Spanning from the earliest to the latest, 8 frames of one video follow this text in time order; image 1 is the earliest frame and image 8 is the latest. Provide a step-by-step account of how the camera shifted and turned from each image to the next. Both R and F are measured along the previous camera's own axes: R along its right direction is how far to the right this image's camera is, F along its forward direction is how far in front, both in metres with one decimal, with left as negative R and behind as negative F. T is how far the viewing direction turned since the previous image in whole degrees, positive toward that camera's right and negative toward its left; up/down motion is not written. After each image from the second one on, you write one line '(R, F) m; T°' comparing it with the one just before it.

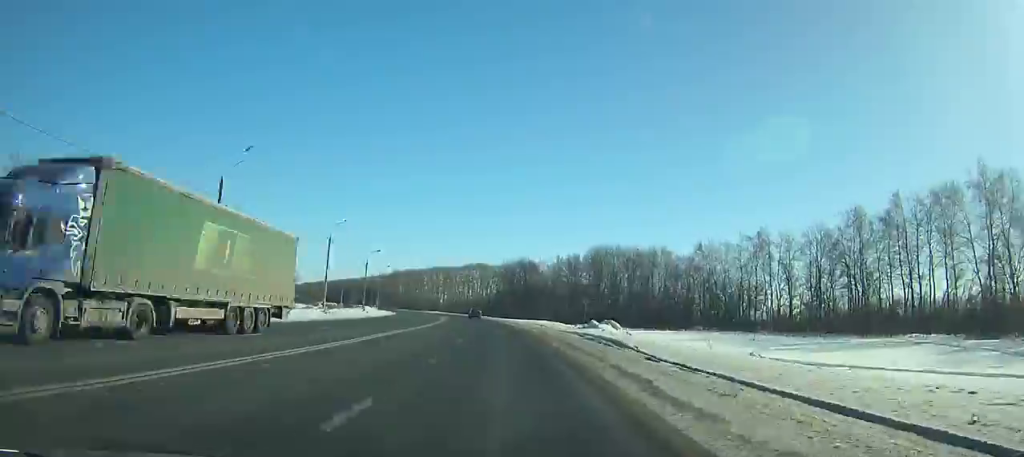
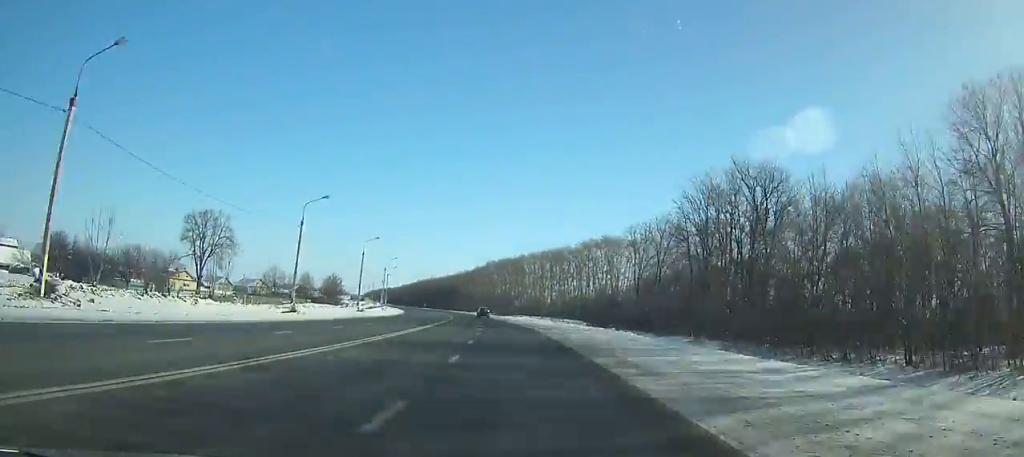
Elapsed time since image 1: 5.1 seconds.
(-11.1, +111.8) m; -11°
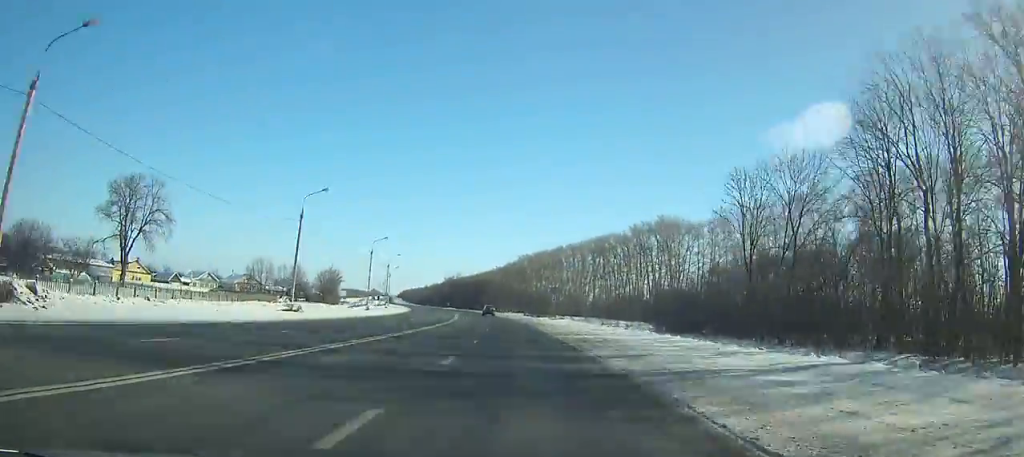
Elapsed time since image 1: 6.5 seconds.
(0.0, +32.0) m; -3°
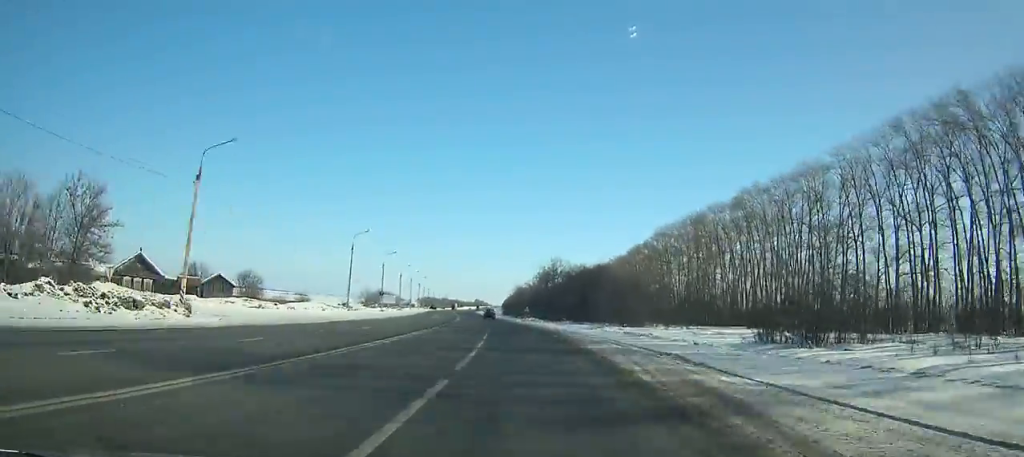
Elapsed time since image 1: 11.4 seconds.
(-12.7, +117.2) m; -12°
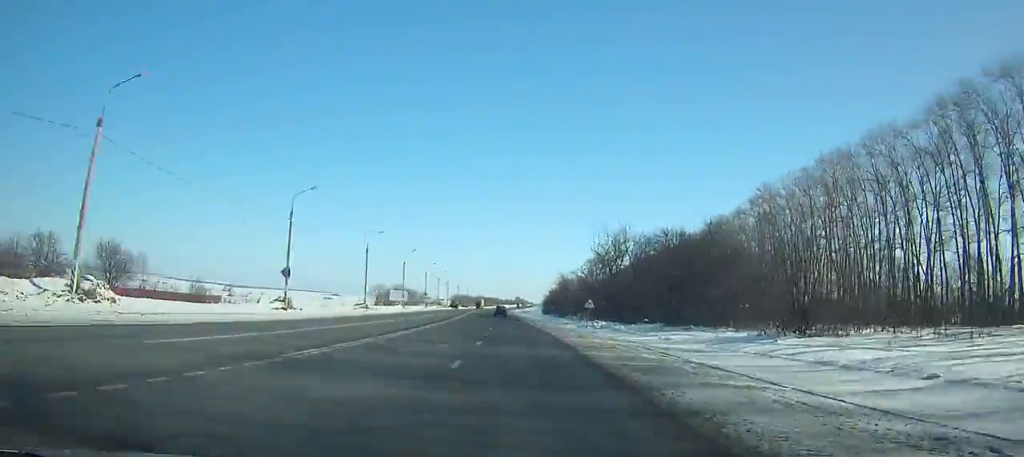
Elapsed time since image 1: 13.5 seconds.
(-2.3, +52.3) m; -4°
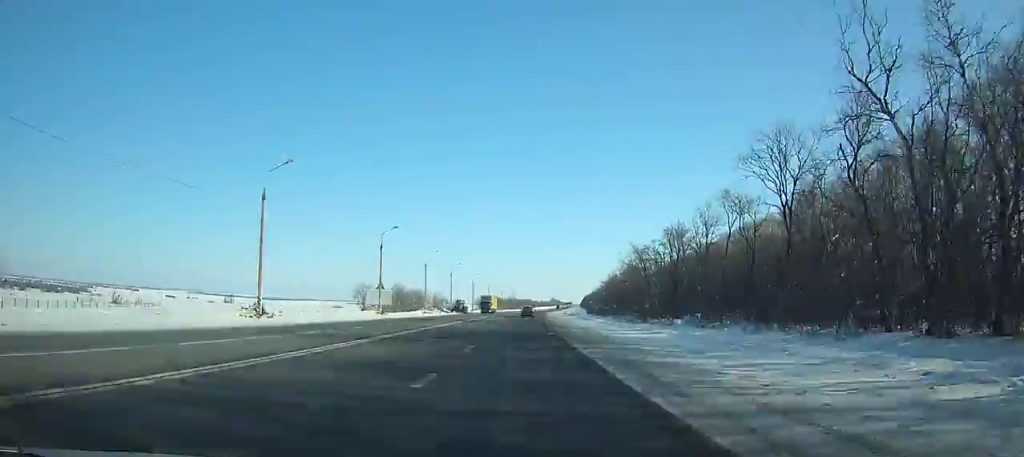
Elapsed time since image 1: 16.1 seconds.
(-2.4, +65.7) m; -3°
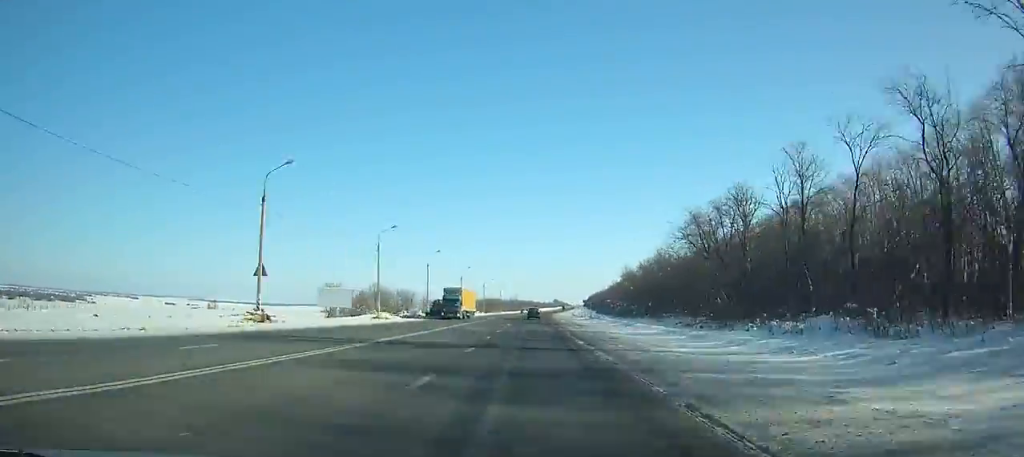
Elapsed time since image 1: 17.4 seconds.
(-0.6, +33.2) m; 0°
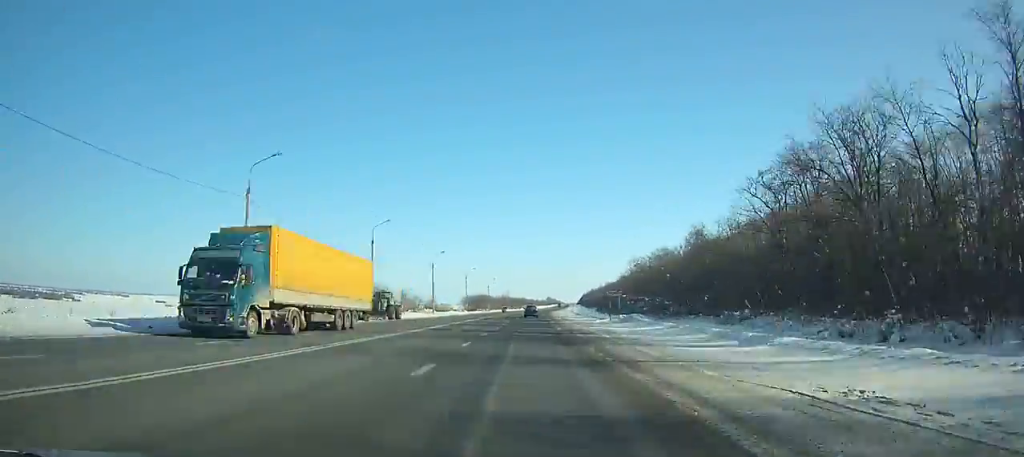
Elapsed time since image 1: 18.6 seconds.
(-0.3, +30.6) m; 0°
